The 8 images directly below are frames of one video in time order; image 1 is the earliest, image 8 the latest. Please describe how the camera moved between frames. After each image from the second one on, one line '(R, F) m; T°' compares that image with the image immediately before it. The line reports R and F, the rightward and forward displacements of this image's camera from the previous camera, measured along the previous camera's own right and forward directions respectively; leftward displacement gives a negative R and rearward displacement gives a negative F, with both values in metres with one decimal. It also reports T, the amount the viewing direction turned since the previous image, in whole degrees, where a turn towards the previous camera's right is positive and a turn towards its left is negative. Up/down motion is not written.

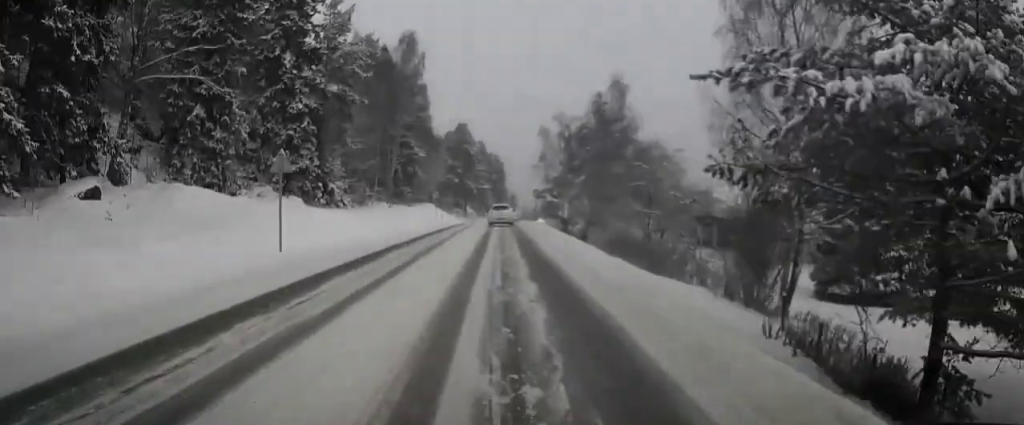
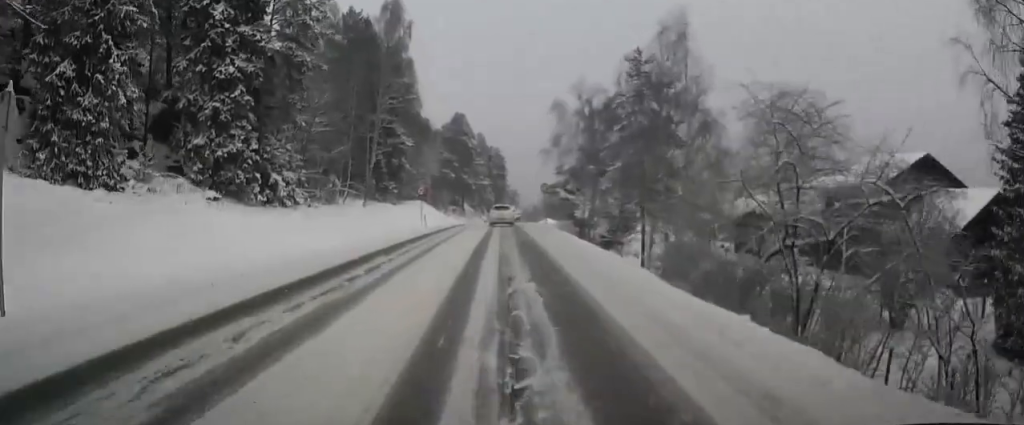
(0.0, +12.1) m; +1°
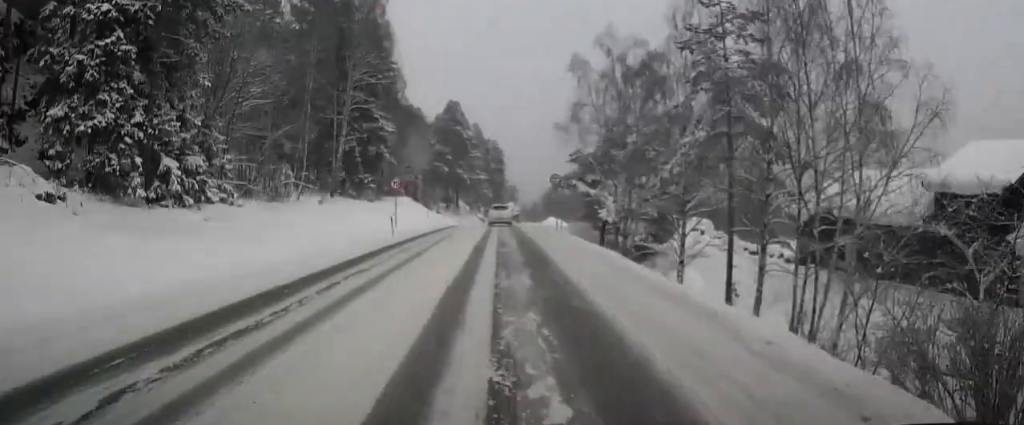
(+0.2, +11.9) m; 0°
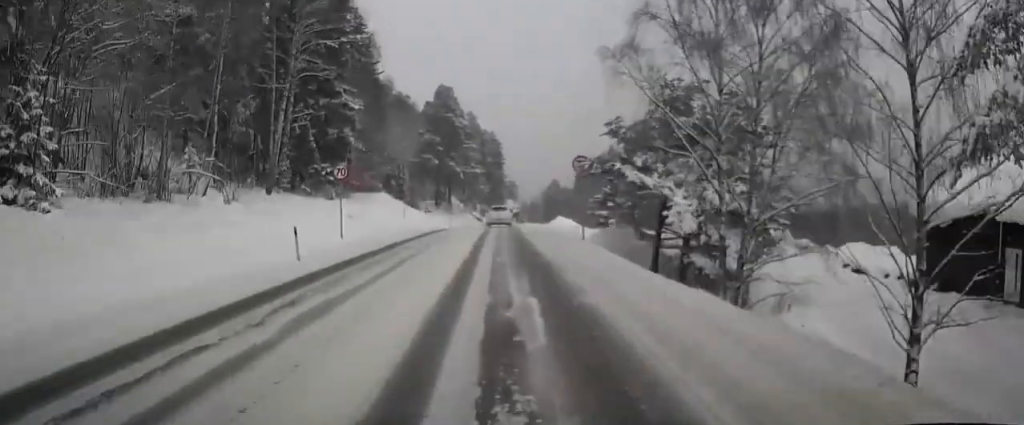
(-0.3, +14.2) m; -1°
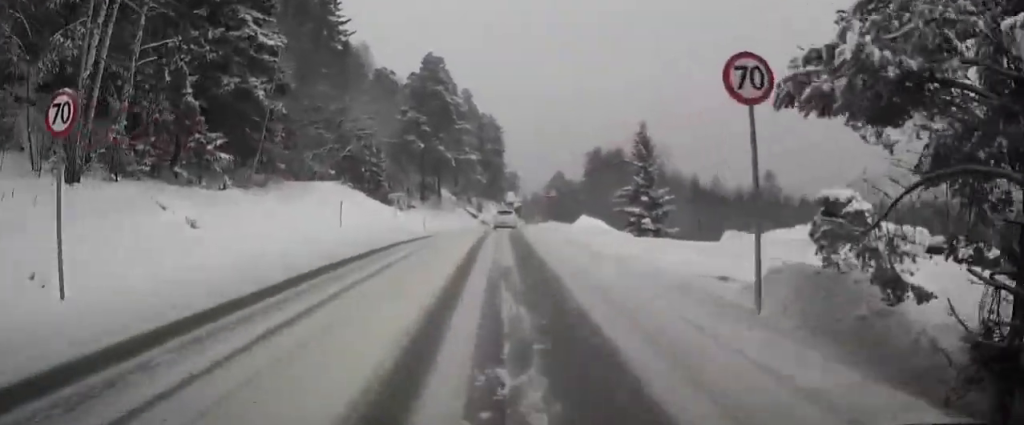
(+0.2, +19.3) m; +1°
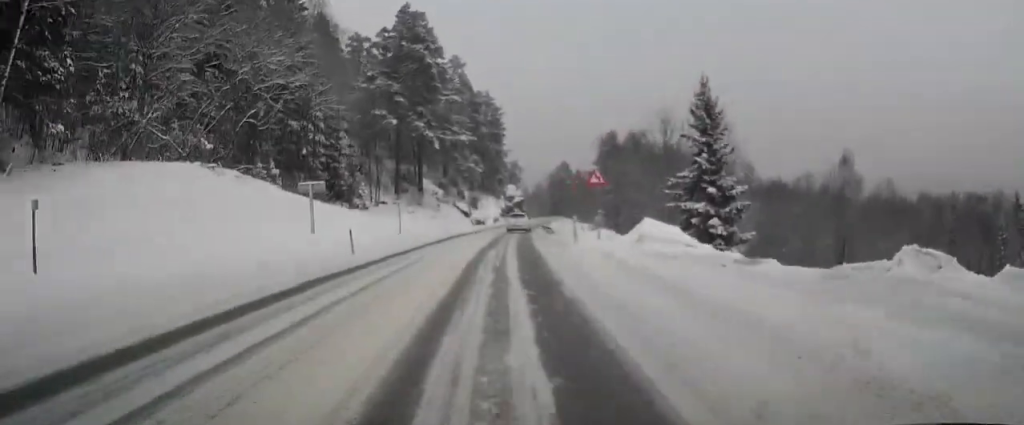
(0.0, +20.5) m; 0°
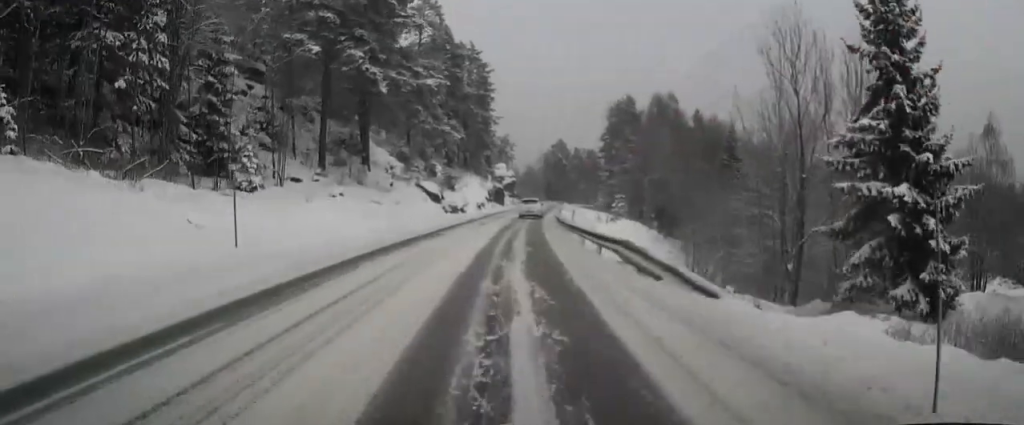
(0.0, +24.2) m; 0°
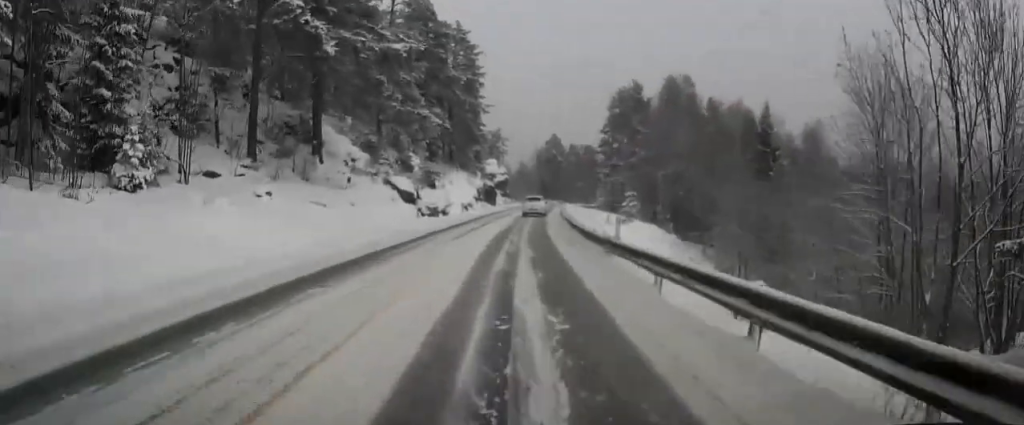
(-0.2, +10.7) m; +1°
